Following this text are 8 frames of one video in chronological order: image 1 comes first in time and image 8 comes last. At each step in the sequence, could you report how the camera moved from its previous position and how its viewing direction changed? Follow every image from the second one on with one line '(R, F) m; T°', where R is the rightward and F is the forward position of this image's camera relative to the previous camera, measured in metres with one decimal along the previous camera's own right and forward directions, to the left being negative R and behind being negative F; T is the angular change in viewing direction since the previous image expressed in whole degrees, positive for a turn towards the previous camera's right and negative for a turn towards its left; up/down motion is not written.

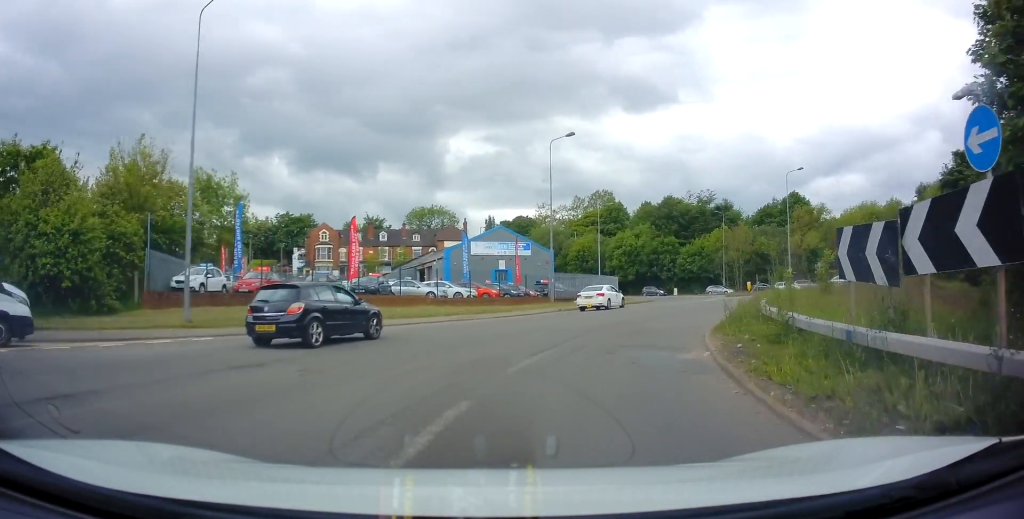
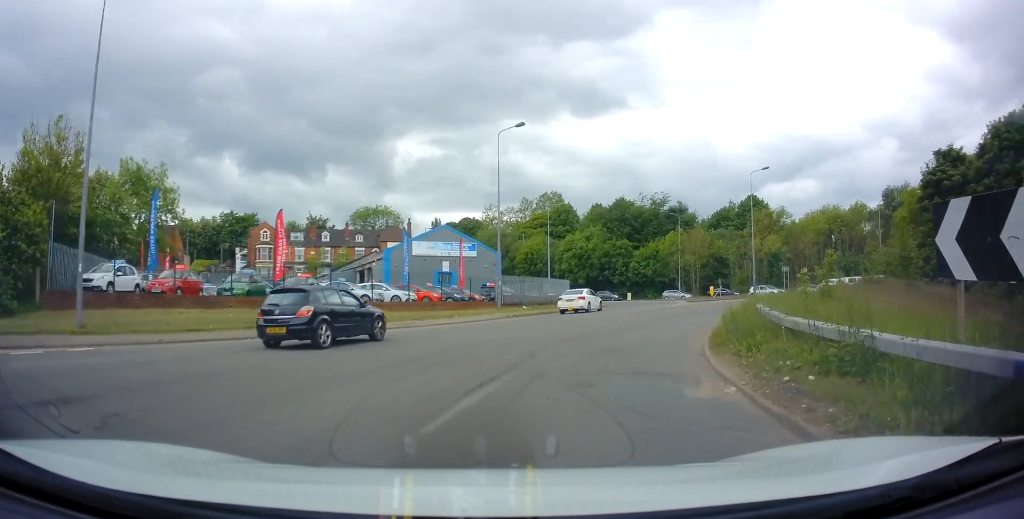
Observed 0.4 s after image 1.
(+0.5, +3.5) m; +5°
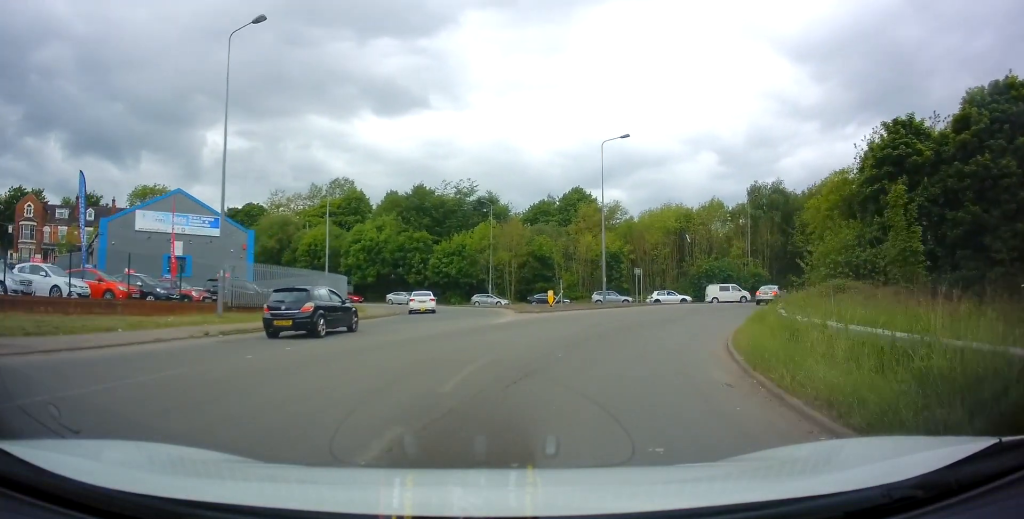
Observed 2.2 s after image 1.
(+2.3, +14.8) m; +18°
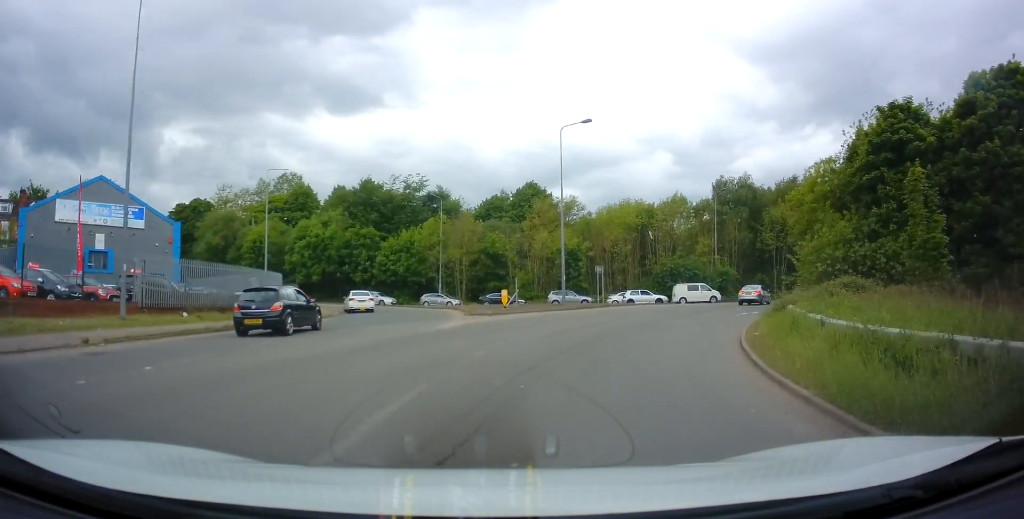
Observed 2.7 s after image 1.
(+0.3, +3.8) m; +5°
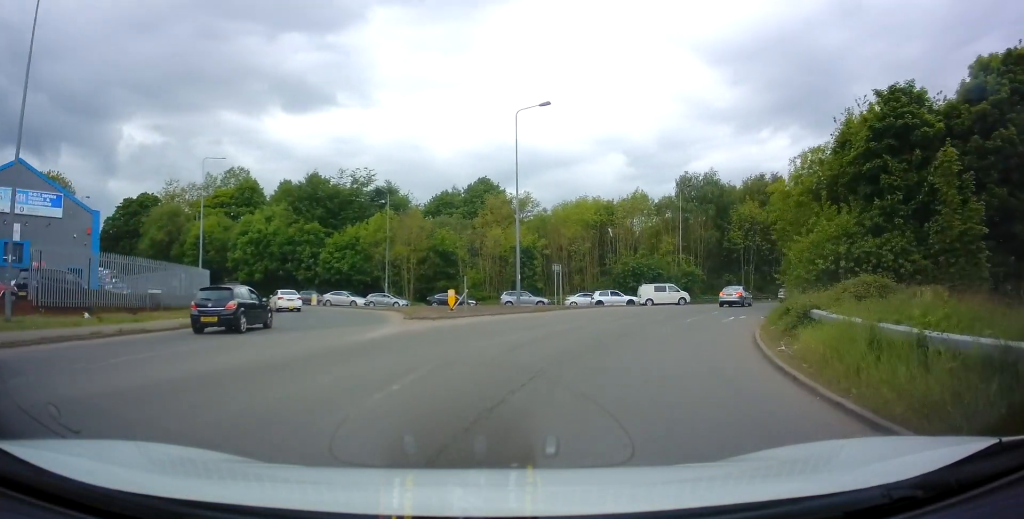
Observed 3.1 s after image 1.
(+0.1, +3.8) m; +5°
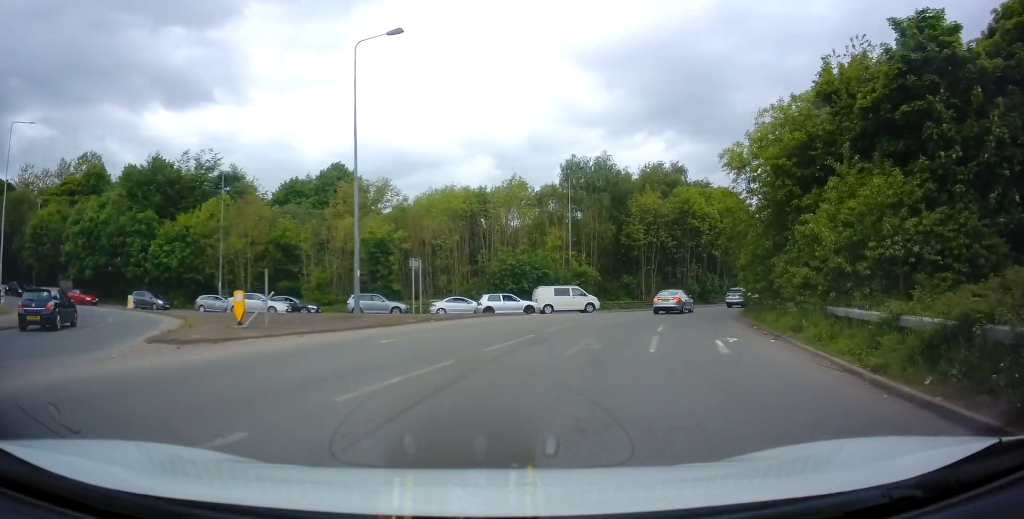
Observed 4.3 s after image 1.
(+1.1, +10.2) m; +14°
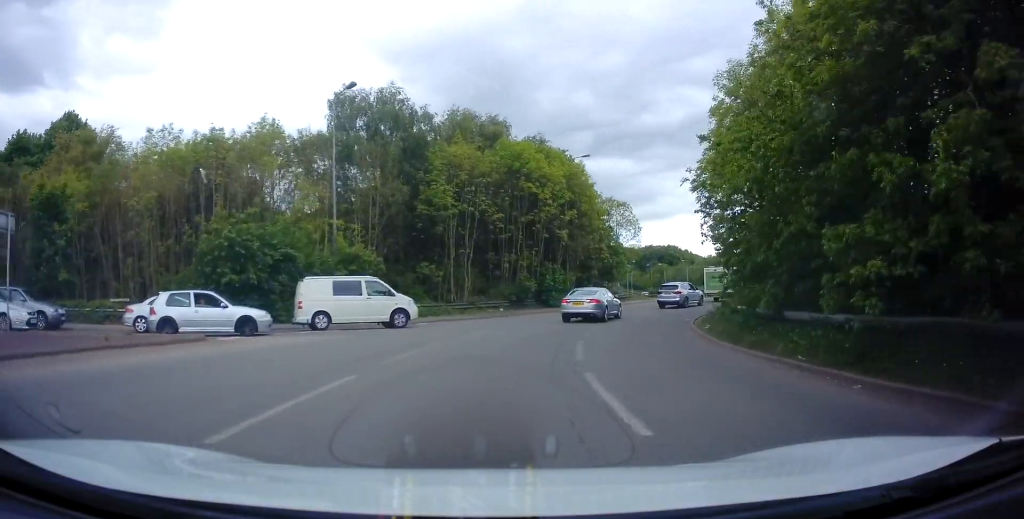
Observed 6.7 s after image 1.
(+4.6, +18.8) m; +23°
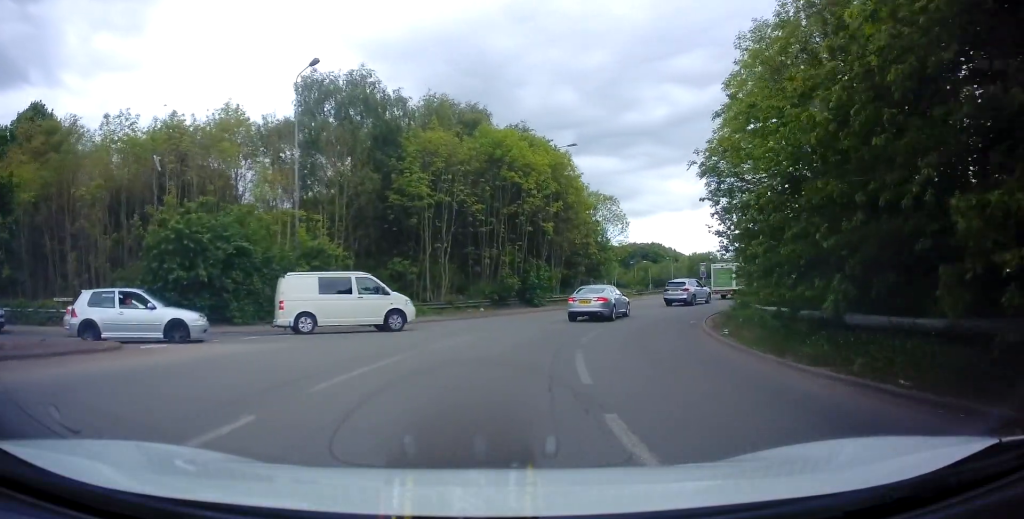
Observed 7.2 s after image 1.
(+0.1, +3.2) m; +2°
